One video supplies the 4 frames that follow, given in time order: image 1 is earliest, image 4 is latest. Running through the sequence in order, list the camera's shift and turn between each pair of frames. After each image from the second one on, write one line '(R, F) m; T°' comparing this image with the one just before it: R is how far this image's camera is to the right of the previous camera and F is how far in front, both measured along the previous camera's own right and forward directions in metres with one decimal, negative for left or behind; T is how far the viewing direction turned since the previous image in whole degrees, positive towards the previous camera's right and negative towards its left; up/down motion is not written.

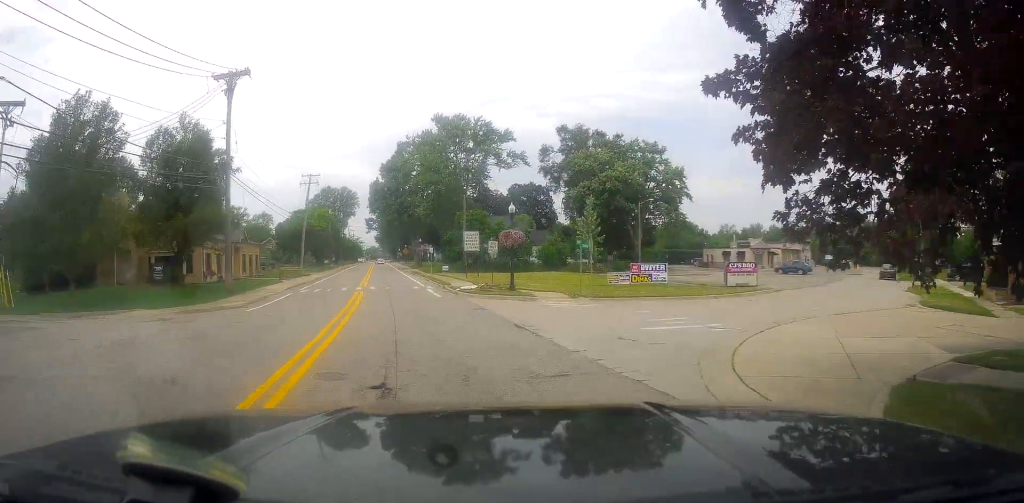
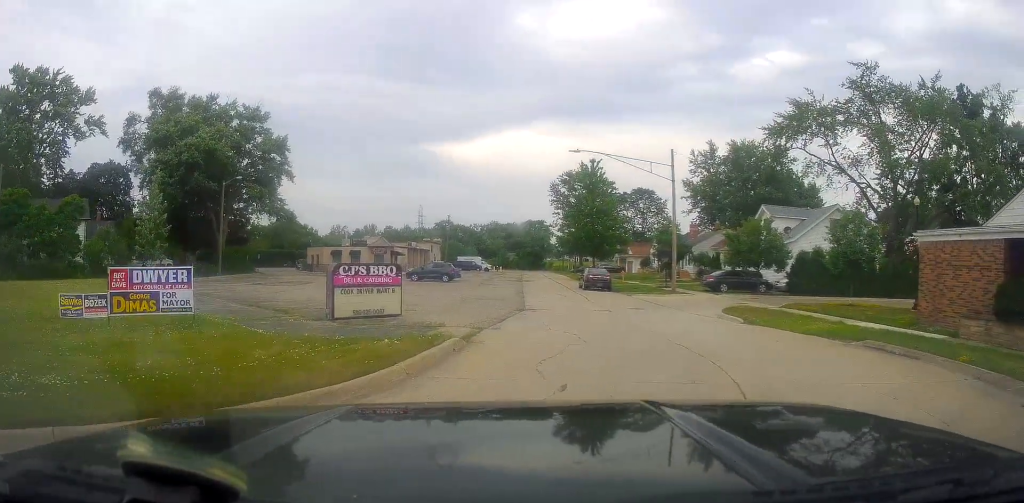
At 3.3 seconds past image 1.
(+5.0, +21.8) m; +33°
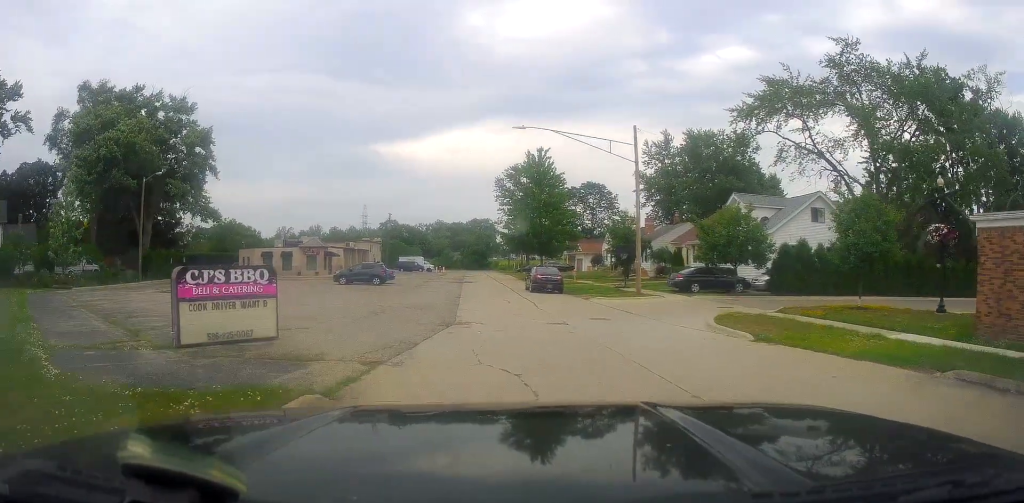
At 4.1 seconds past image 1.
(+0.6, +5.3) m; +7°
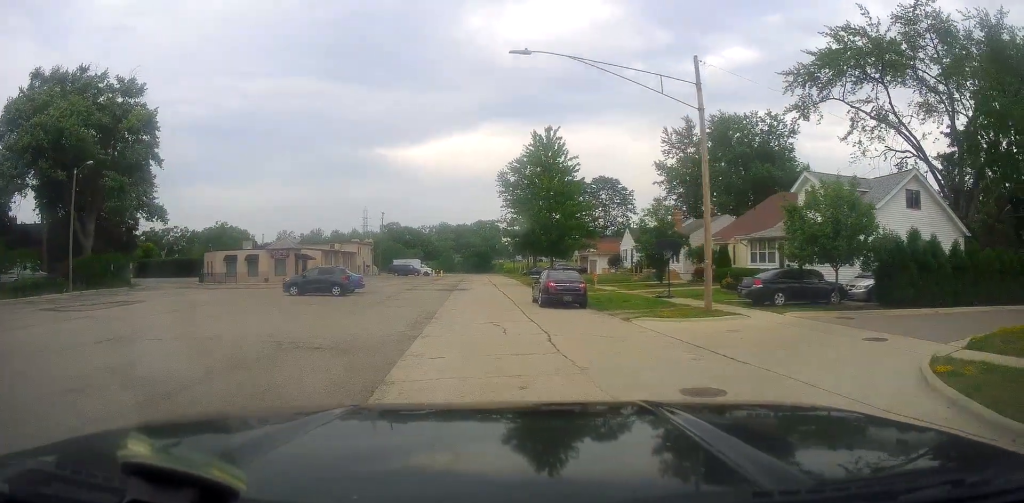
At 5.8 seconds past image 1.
(+0.4, +10.5) m; +4°
